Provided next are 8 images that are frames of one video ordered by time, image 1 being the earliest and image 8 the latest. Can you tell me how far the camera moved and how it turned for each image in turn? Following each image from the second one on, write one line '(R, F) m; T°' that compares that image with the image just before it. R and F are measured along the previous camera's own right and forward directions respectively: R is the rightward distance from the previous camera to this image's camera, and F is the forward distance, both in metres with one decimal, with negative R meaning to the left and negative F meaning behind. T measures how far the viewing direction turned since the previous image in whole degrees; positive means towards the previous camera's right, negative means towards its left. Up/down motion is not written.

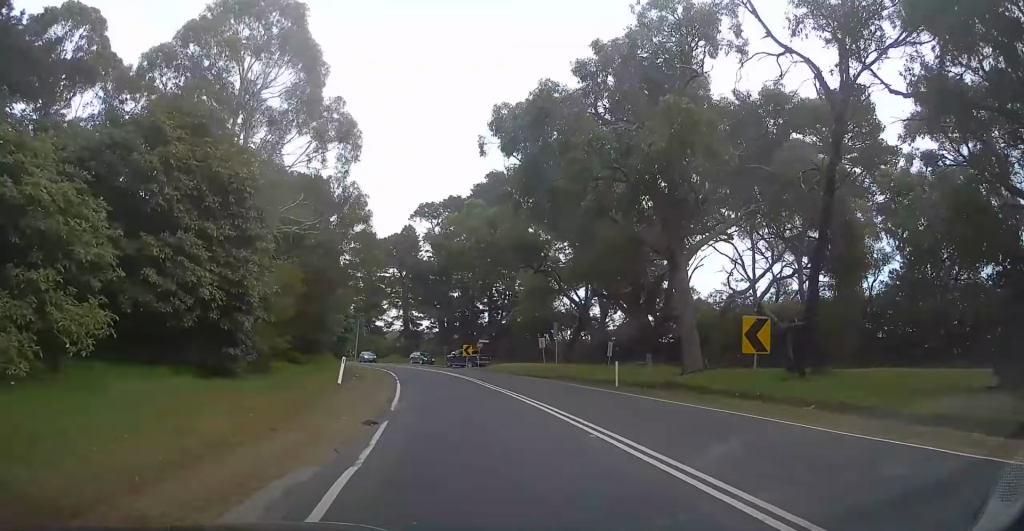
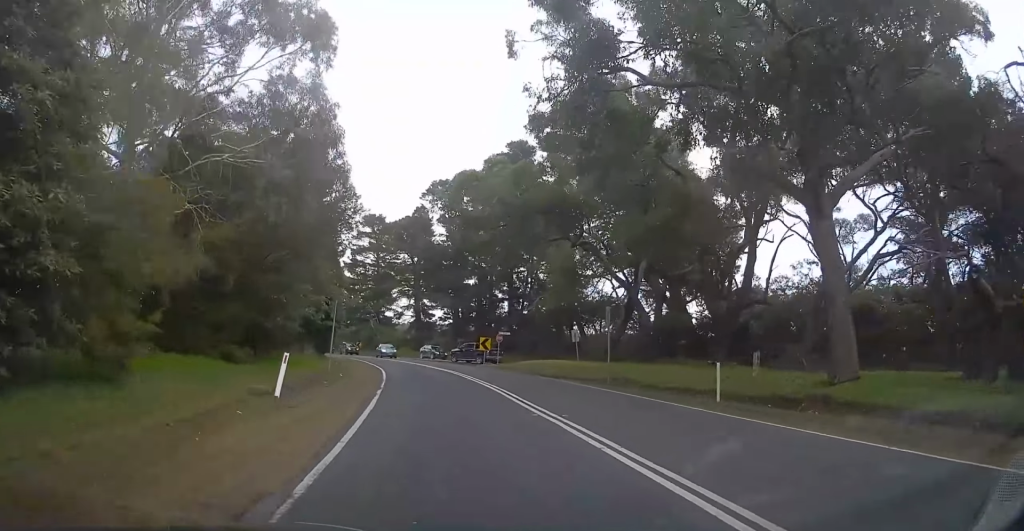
(-0.2, +9.5) m; -2°
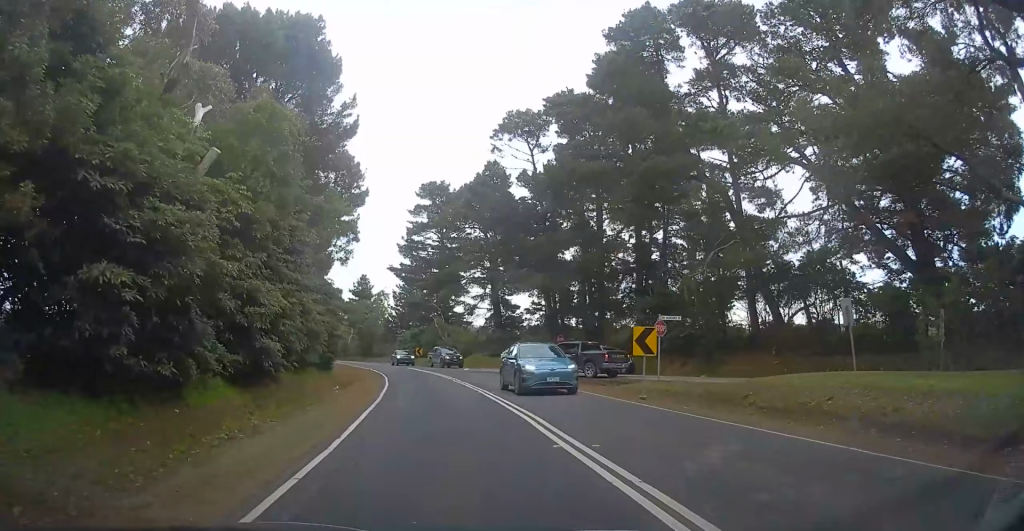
(-1.2, +26.5) m; -5°
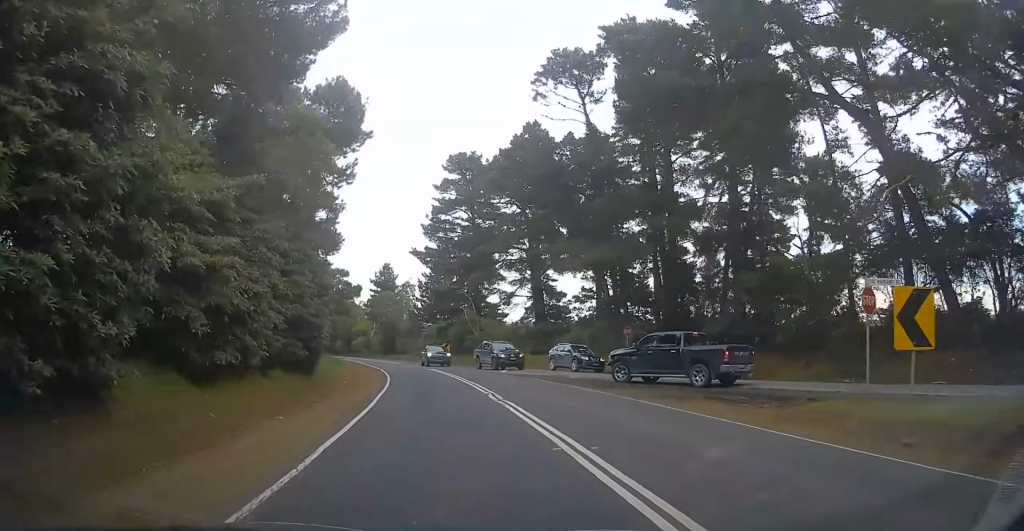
(-0.3, +12.3) m; -2°
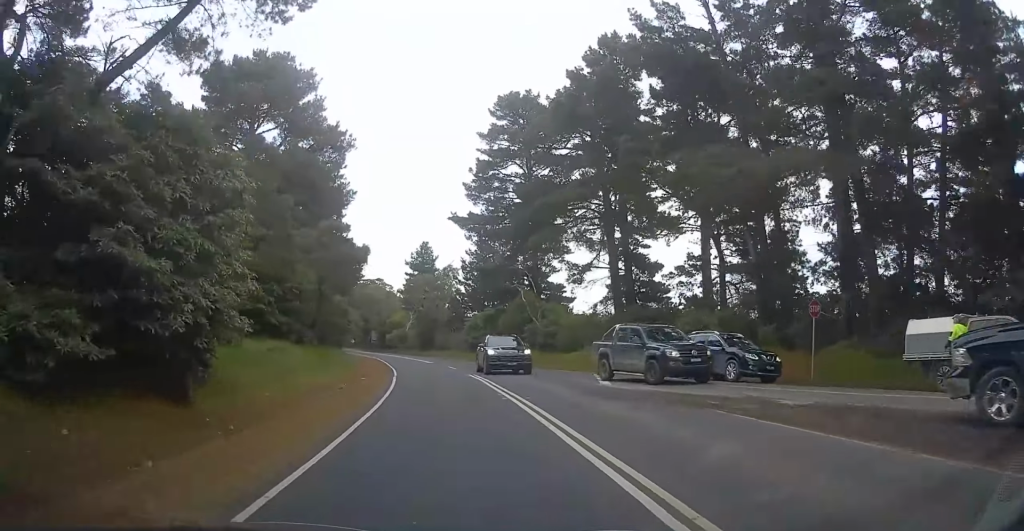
(-0.4, +17.2) m; -4°
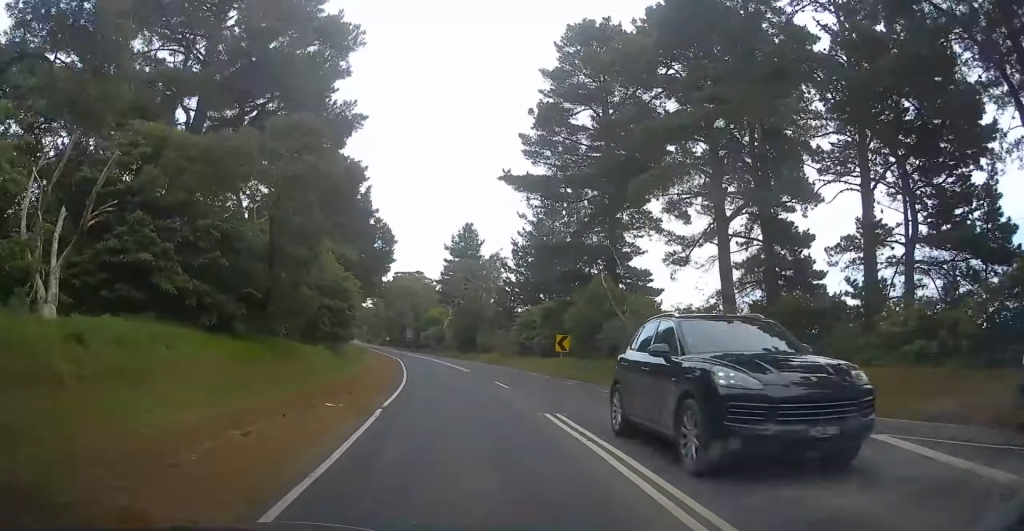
(-0.6, +14.7) m; -4°
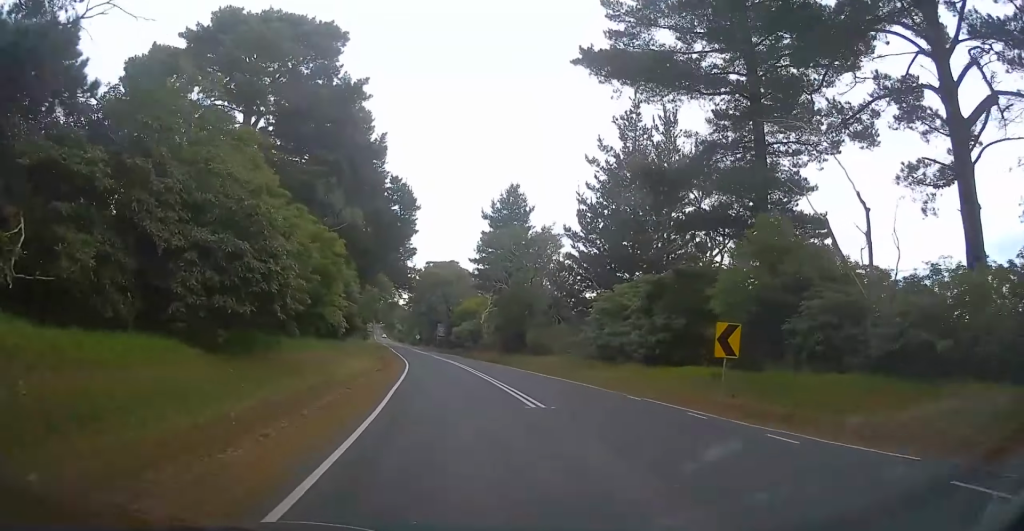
(-0.8, +19.4) m; -4°
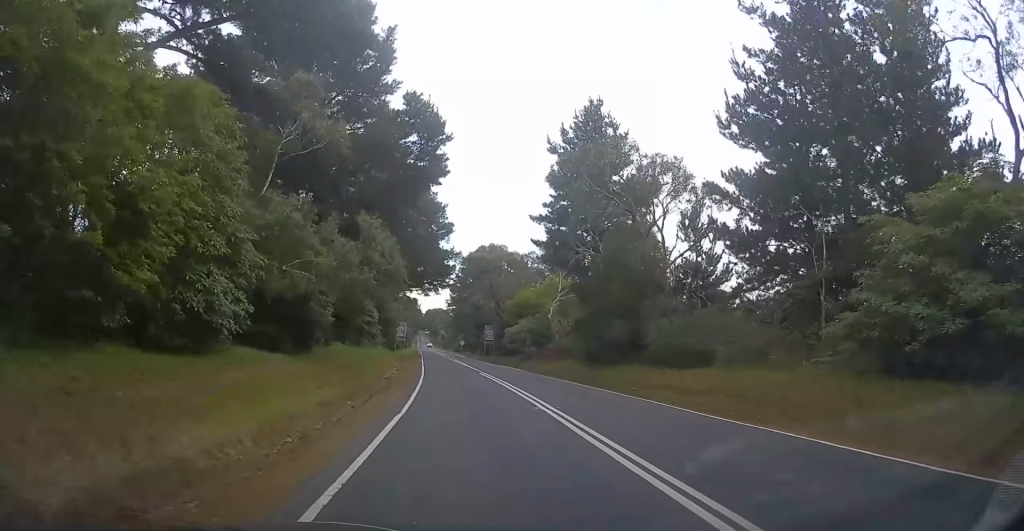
(-0.9, +22.5) m; -4°
